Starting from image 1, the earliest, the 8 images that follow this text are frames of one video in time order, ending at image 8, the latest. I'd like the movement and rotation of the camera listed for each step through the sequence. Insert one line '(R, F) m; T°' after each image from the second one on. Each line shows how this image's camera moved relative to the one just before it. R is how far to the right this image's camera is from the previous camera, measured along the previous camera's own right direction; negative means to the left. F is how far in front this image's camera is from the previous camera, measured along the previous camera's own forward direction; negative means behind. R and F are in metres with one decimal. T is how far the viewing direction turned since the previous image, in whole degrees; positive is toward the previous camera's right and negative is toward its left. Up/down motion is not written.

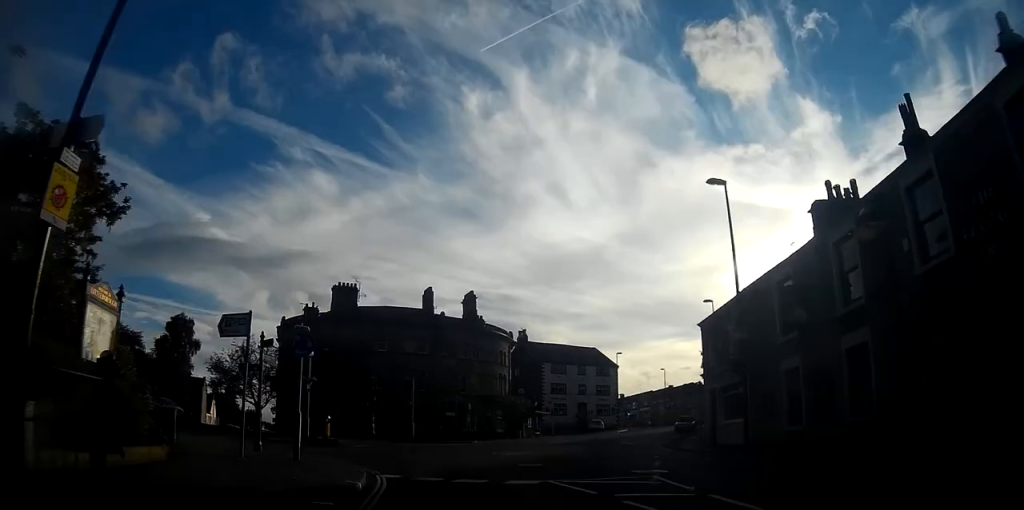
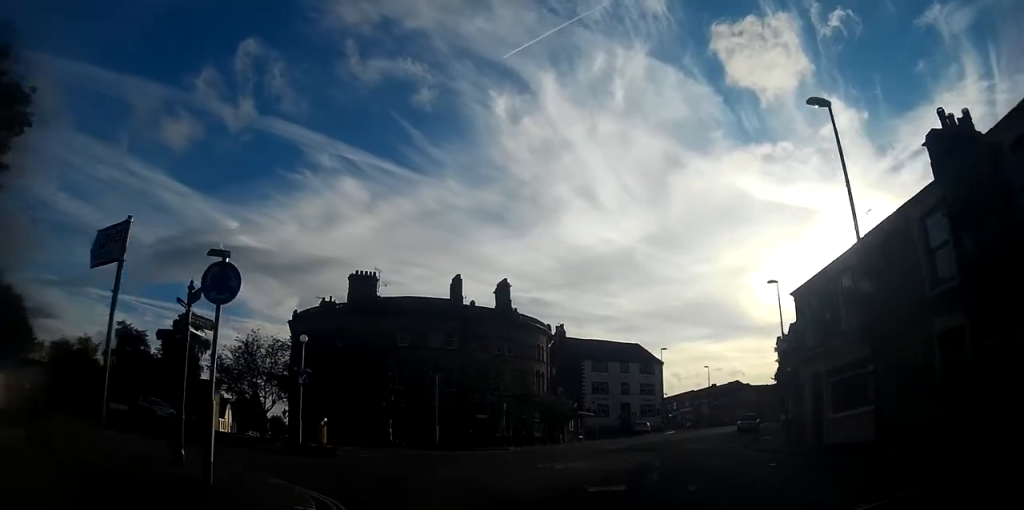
(-0.2, +6.7) m; -4°
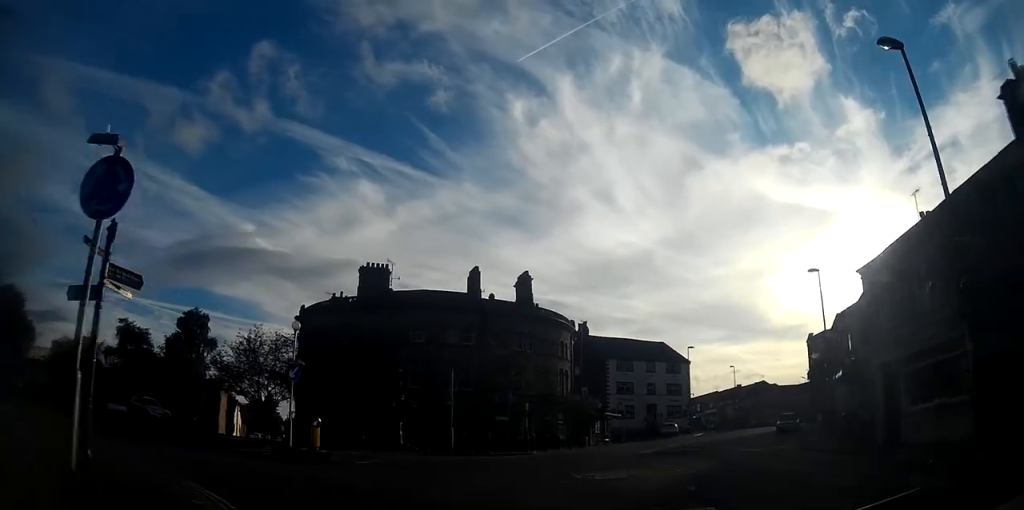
(-0.1, +3.7) m; 0°
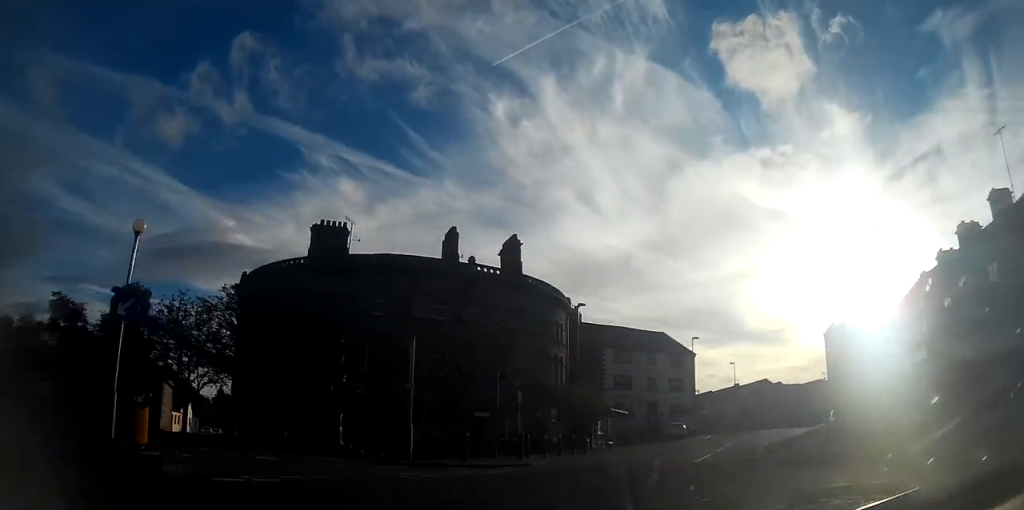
(+0.2, +9.9) m; +8°
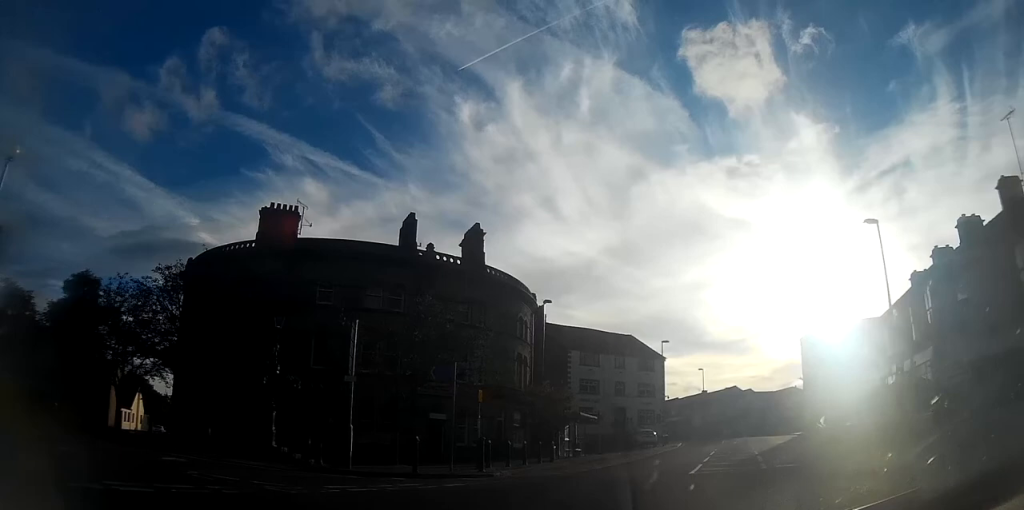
(+0.1, +3.2) m; +5°
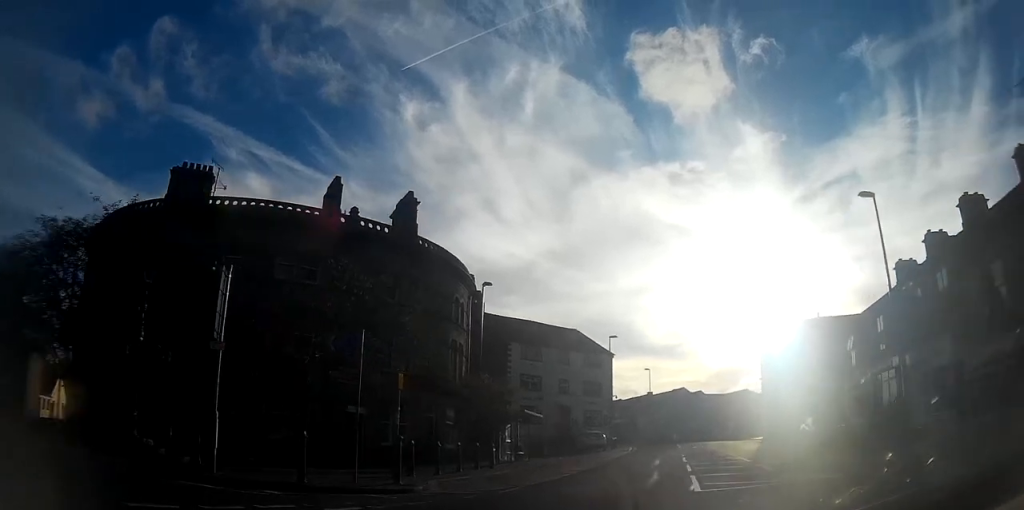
(+0.3, +5.0) m; +7°
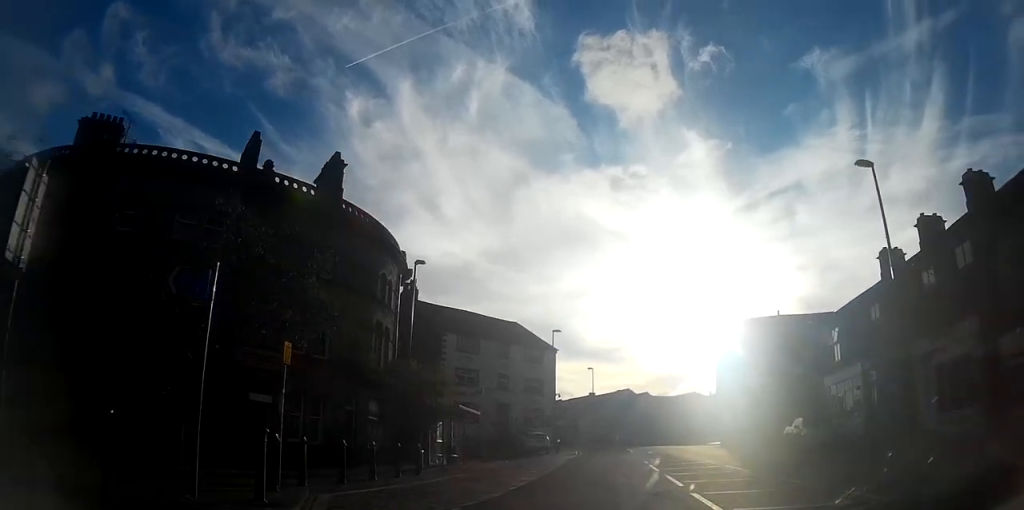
(0.0, +4.5) m; +6°
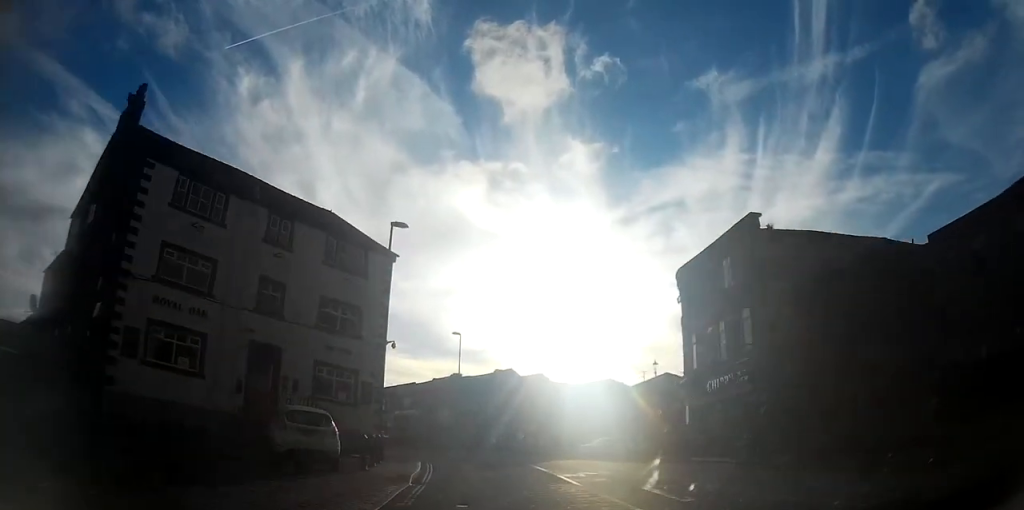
(+3.4, +27.8) m; +9°
